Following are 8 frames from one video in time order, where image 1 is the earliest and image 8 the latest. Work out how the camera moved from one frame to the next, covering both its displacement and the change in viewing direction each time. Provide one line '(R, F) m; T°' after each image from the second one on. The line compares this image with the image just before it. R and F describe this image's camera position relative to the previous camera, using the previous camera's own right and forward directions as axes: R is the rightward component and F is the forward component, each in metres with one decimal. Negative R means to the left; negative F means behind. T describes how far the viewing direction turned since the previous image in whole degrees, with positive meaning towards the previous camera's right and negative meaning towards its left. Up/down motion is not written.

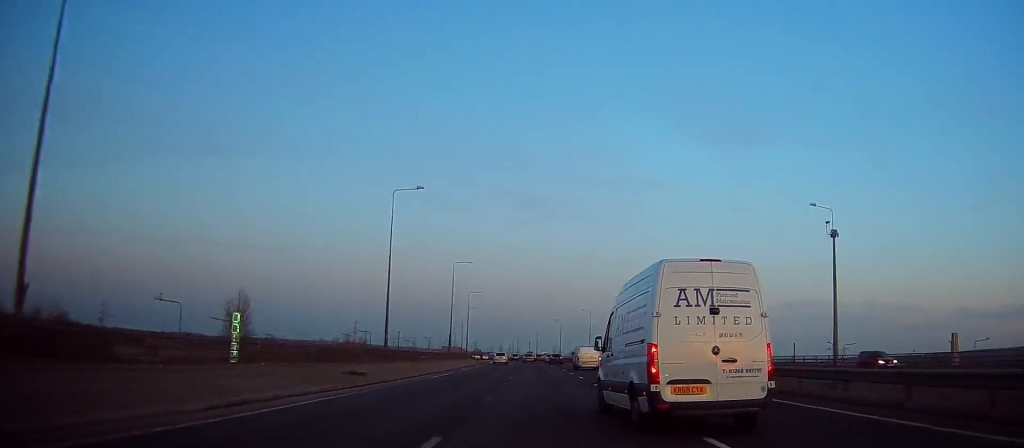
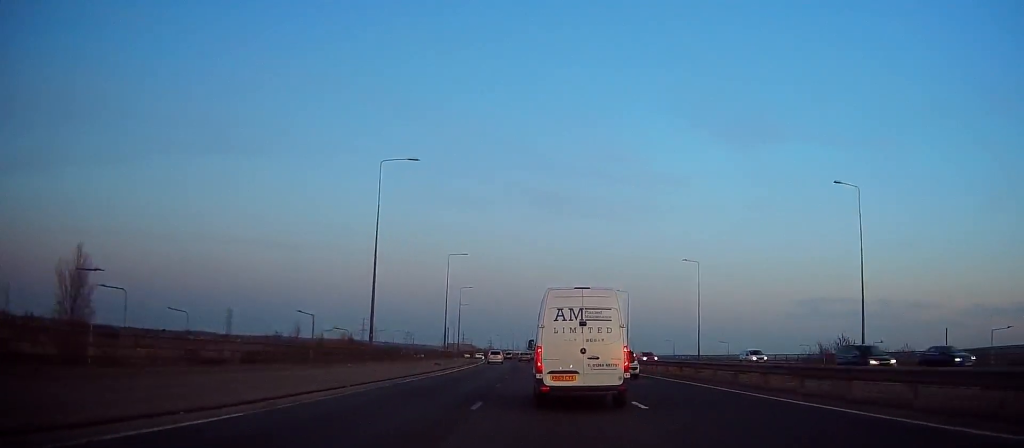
(-0.7, +55.1) m; -2°
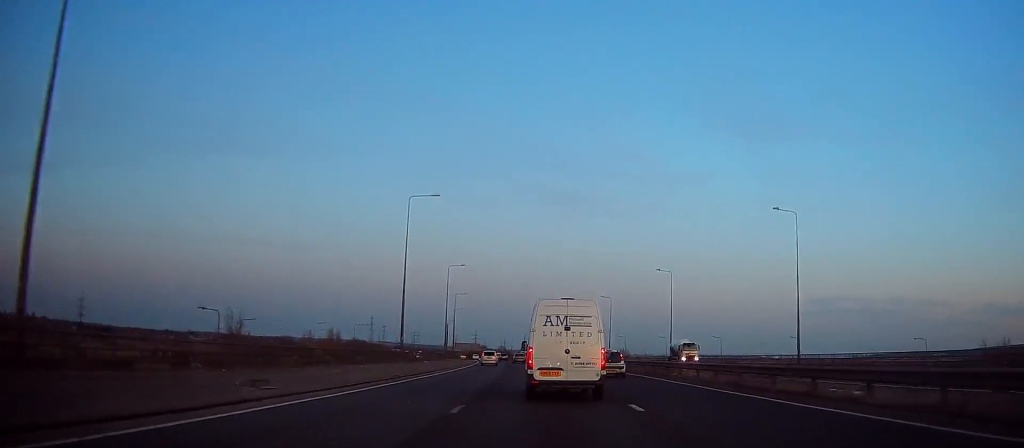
(+0.1, +36.5) m; -1°
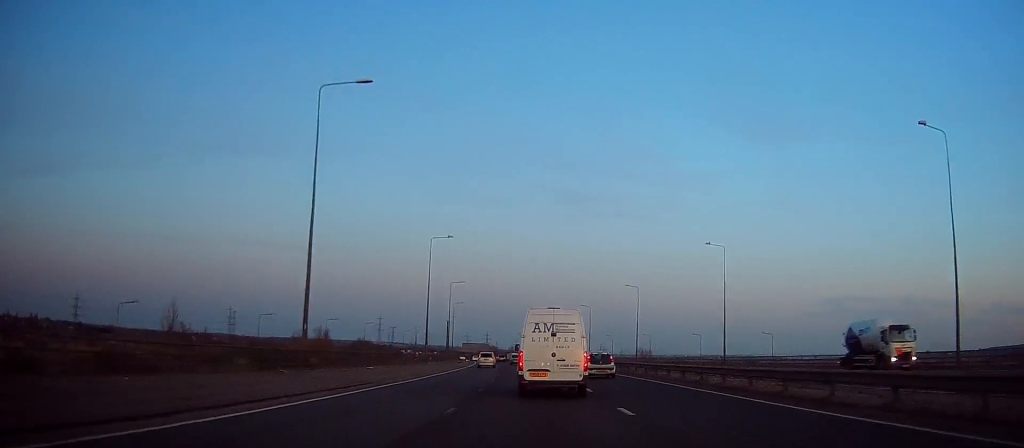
(-0.5, +26.9) m; -1°
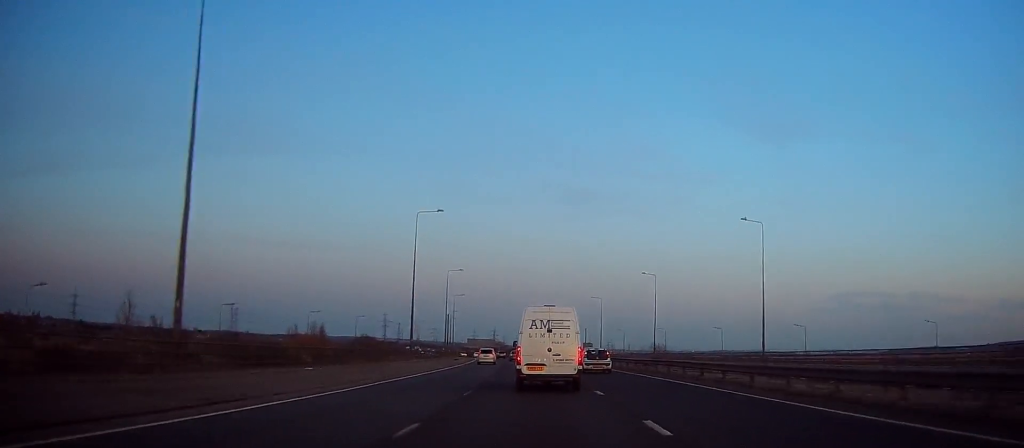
(-0.1, +13.0) m; -1°
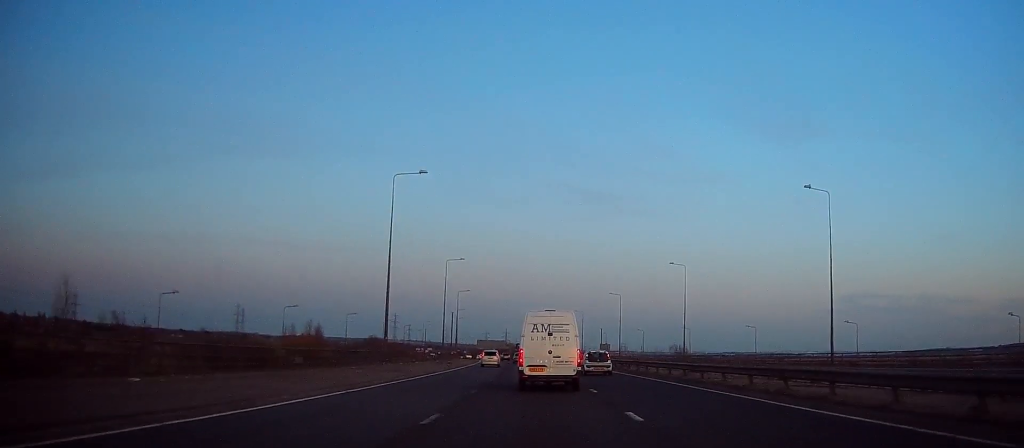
(+0.2, +15.4) m; -1°
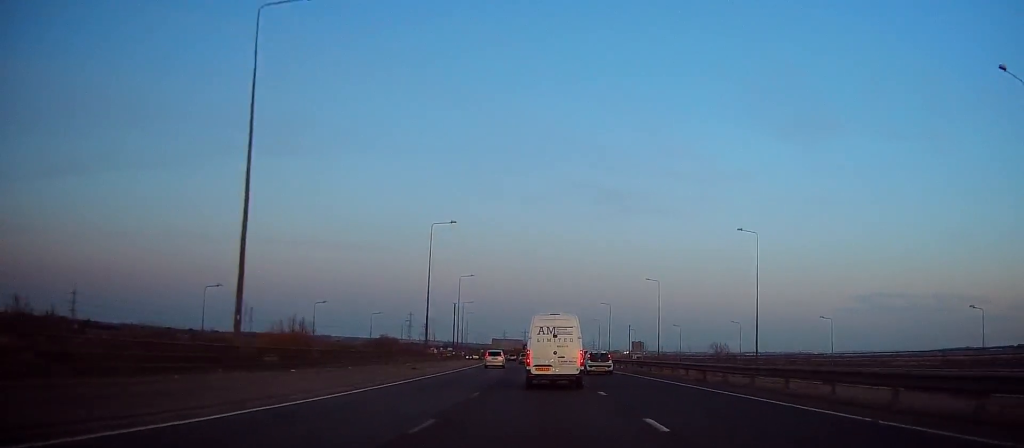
(-1.0, +28.3) m; -2°
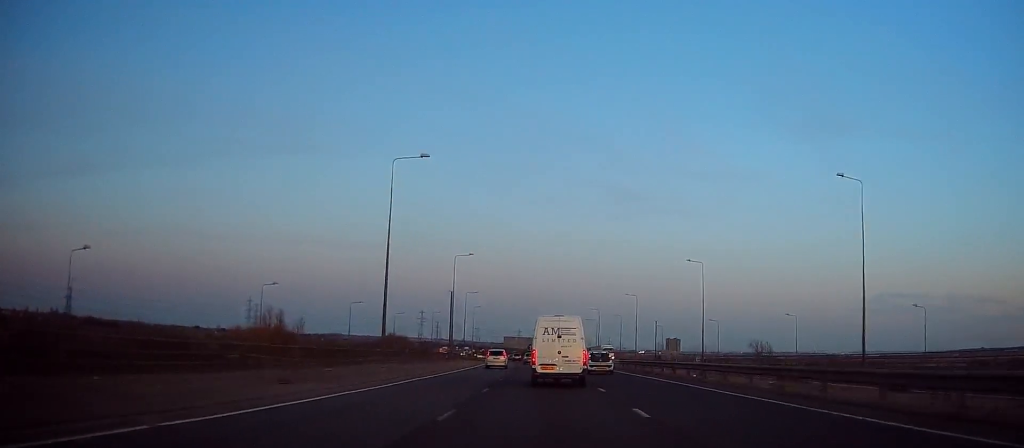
(+0.1, +24.6) m; -1°
